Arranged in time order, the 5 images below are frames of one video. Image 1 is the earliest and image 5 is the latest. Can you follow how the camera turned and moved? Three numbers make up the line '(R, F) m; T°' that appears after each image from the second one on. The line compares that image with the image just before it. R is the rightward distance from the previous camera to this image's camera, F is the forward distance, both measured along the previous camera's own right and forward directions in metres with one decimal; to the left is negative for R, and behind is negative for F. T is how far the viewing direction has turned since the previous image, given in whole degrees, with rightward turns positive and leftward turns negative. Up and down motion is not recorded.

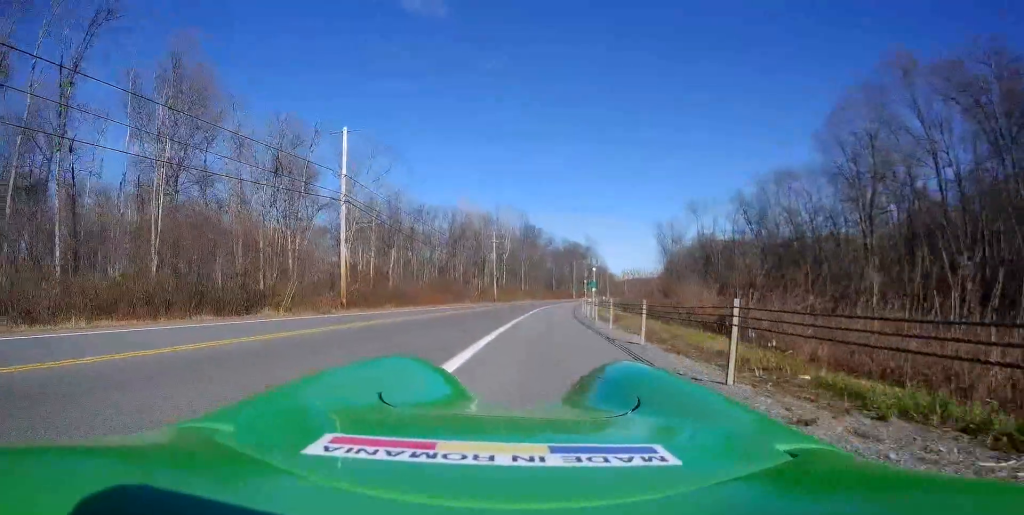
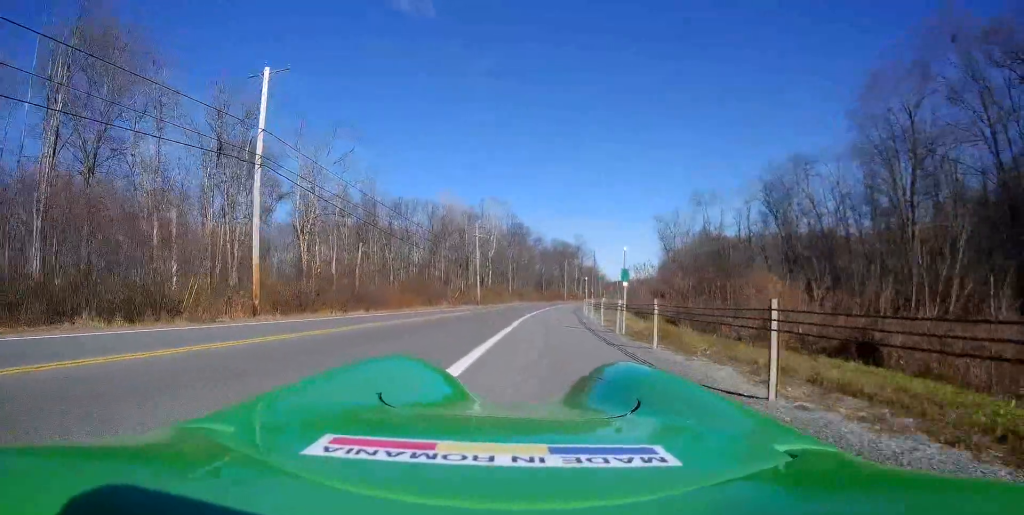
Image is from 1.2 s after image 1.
(+0.2, +10.9) m; +3°
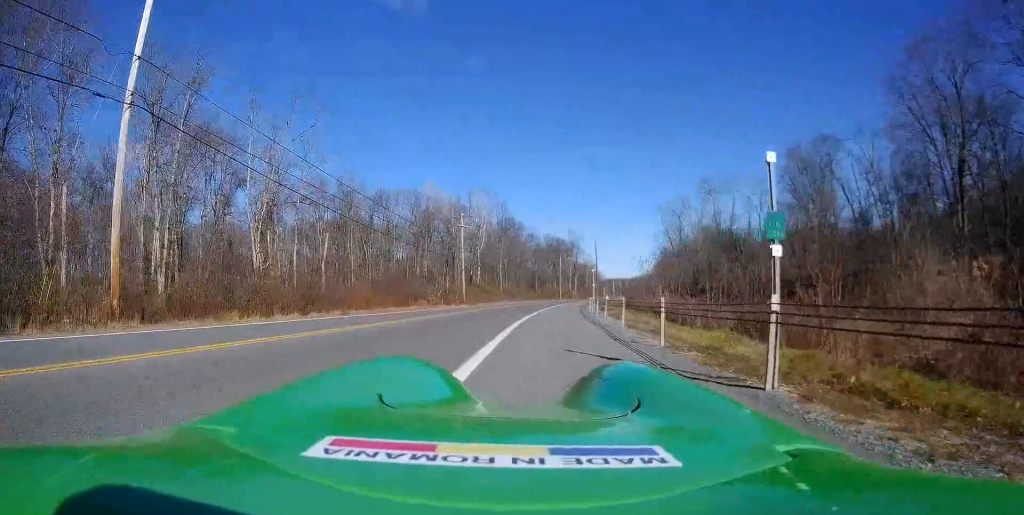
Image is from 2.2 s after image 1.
(+0.4, +9.6) m; +2°
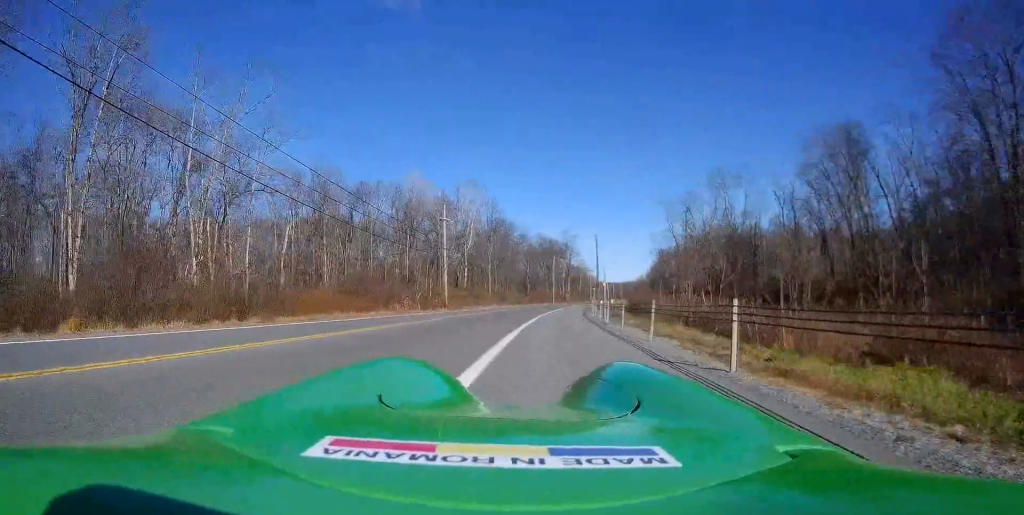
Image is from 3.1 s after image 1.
(-0.1, +8.5) m; -1°
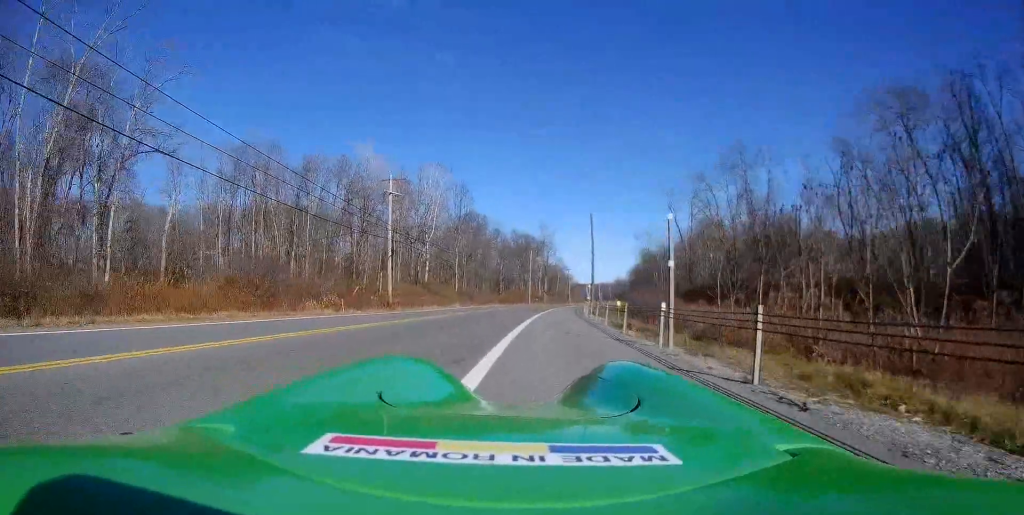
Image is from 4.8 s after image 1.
(-0.1, +15.7) m; +2°
